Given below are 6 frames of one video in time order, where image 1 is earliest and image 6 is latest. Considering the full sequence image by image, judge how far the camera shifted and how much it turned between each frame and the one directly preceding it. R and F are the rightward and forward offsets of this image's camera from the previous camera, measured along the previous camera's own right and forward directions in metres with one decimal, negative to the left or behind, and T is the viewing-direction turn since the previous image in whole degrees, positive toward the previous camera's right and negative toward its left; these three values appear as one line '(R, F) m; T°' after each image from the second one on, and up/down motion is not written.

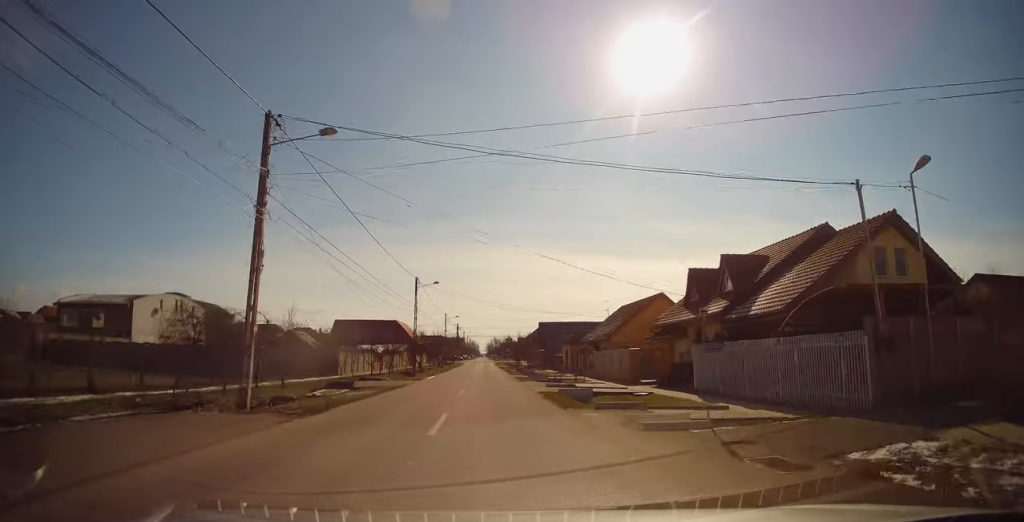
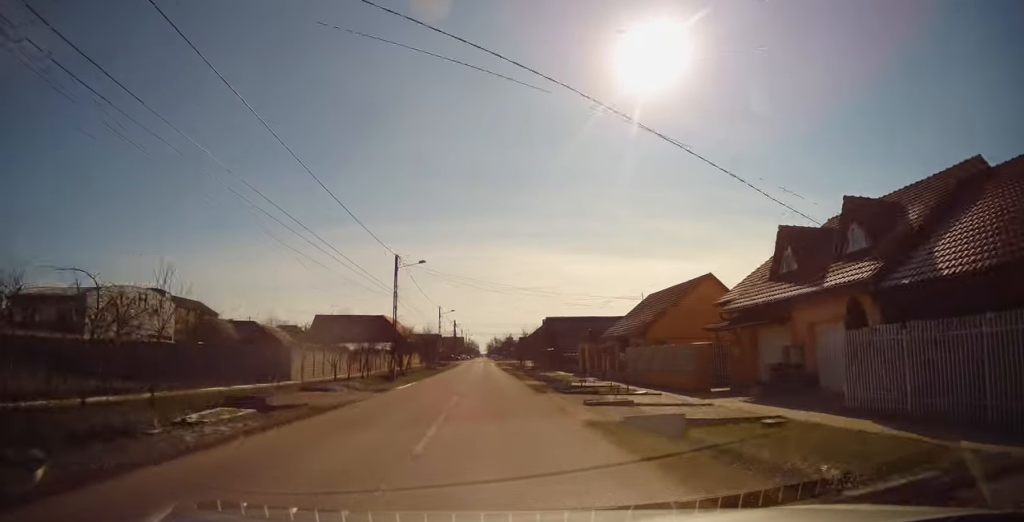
(0.0, +9.8) m; -1°
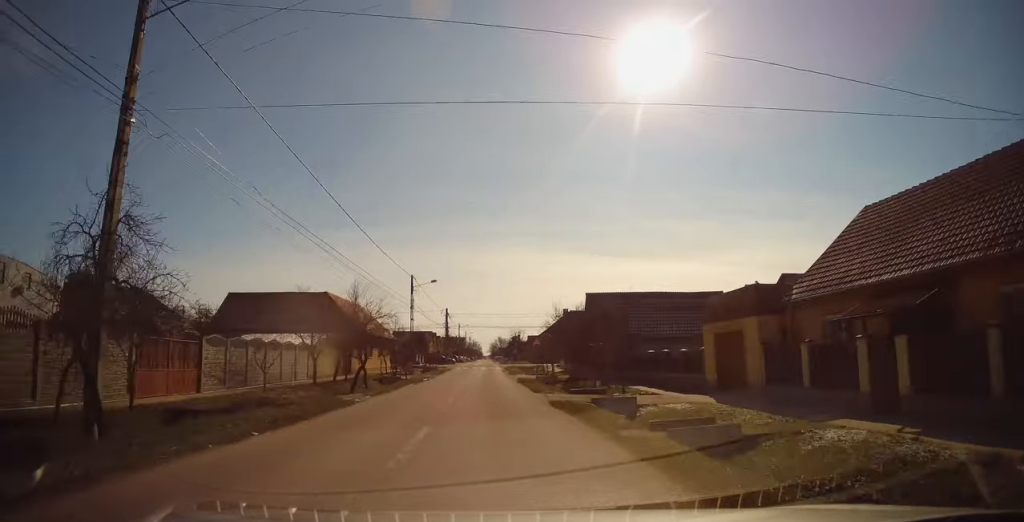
(-0.1, +27.3) m; 0°
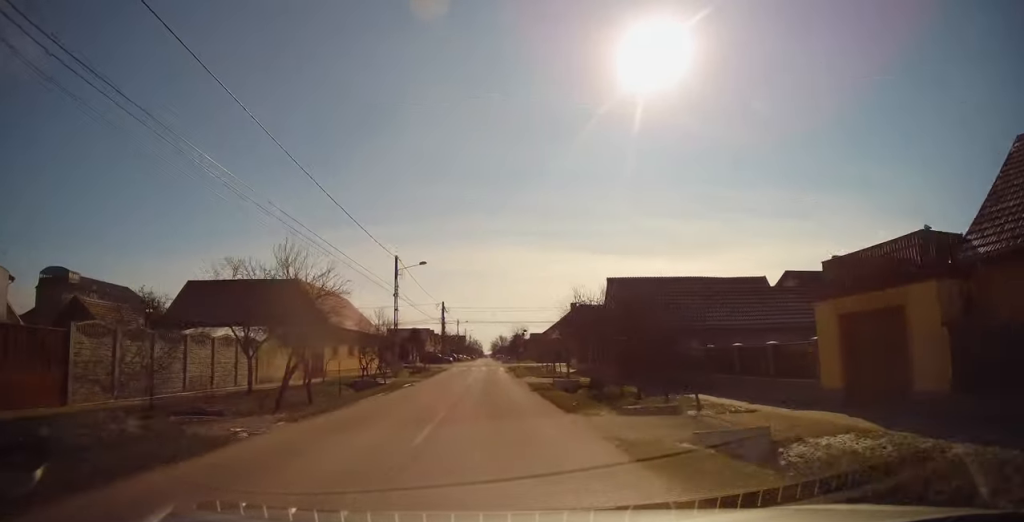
(0.0, +7.8) m; 0°
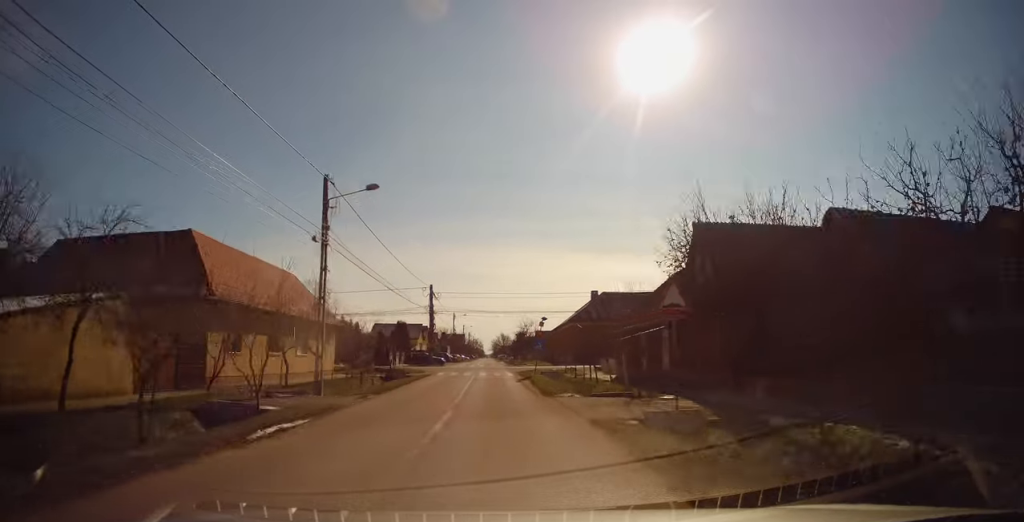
(0.0, +16.2) m; 0°
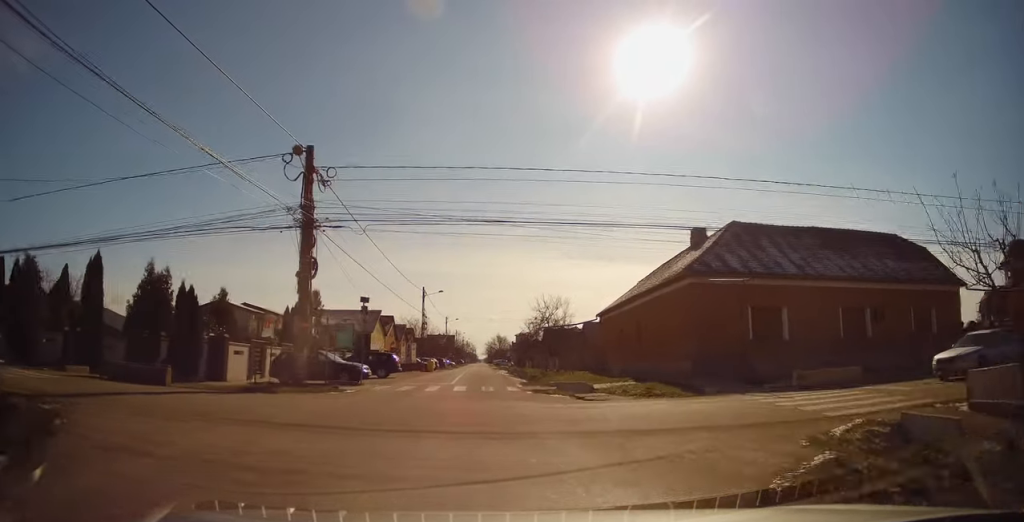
(+0.2, +36.8) m; +1°
